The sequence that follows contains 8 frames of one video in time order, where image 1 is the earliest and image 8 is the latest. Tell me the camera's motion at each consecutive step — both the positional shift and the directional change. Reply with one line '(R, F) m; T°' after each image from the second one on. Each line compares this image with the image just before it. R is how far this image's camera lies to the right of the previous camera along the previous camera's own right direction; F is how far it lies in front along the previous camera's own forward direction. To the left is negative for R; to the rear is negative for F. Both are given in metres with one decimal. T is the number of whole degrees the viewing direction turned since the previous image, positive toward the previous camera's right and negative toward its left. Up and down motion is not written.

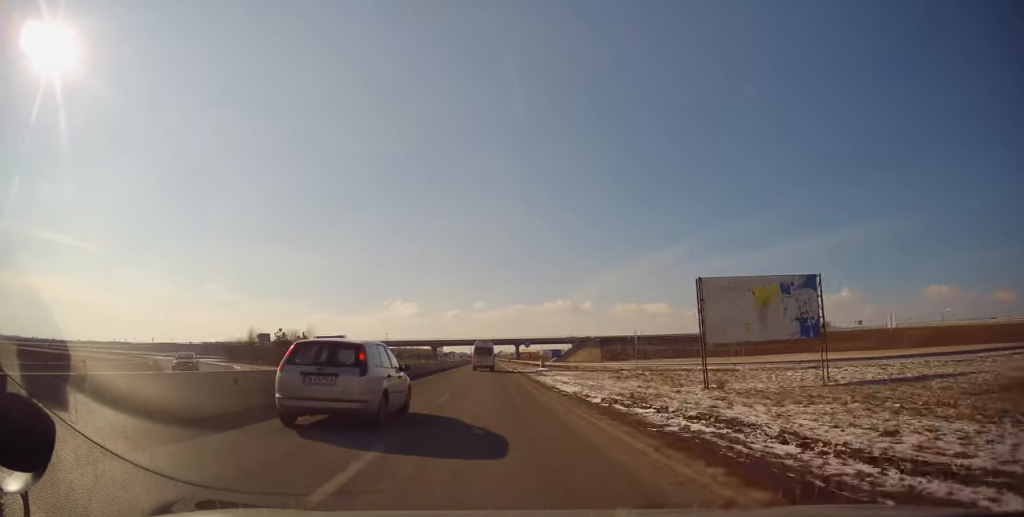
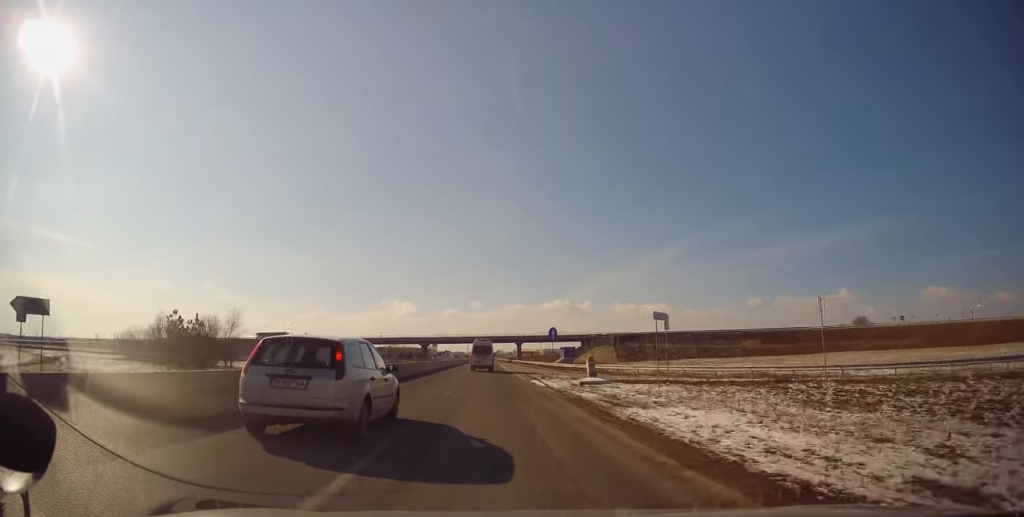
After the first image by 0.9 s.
(+0.4, +24.9) m; +1°
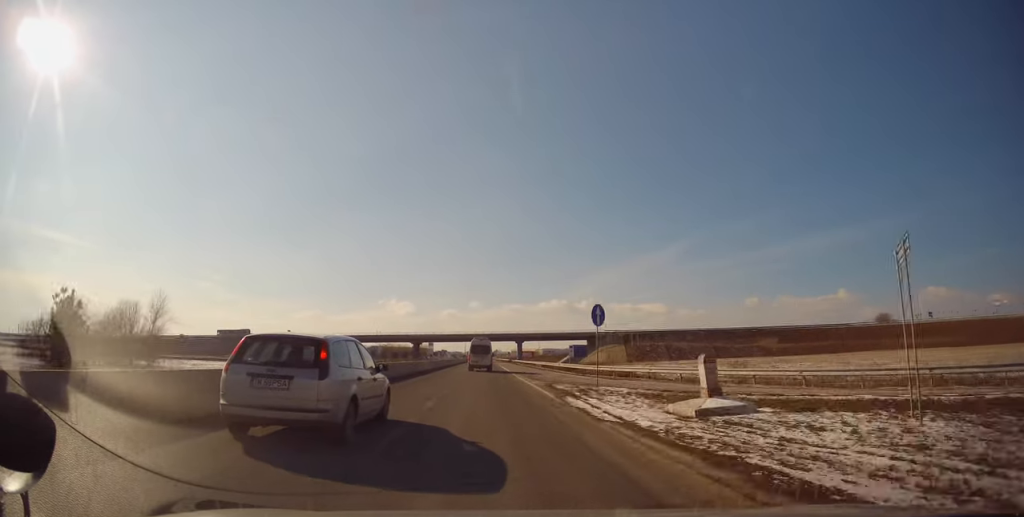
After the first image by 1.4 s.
(+0.3, +14.4) m; 0°
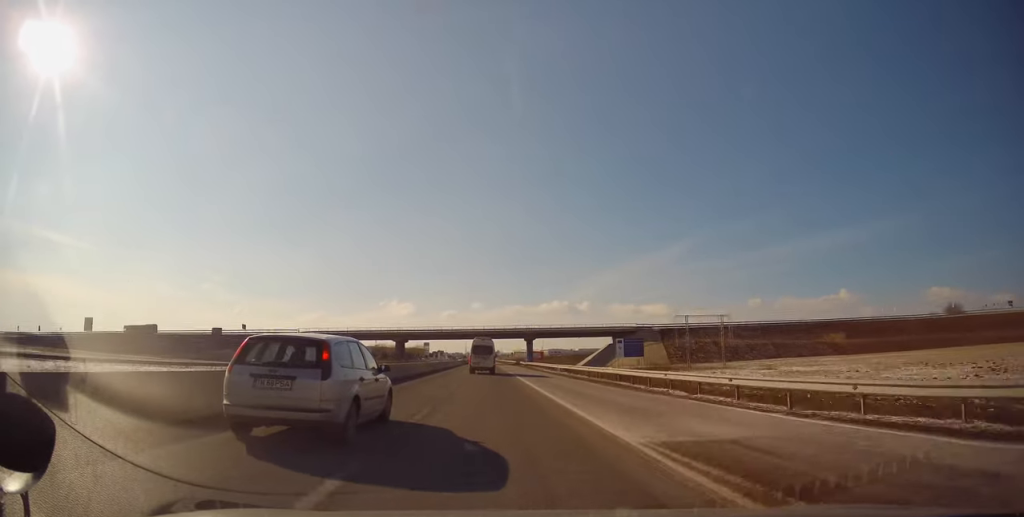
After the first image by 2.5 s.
(-0.4, +32.6) m; -1°
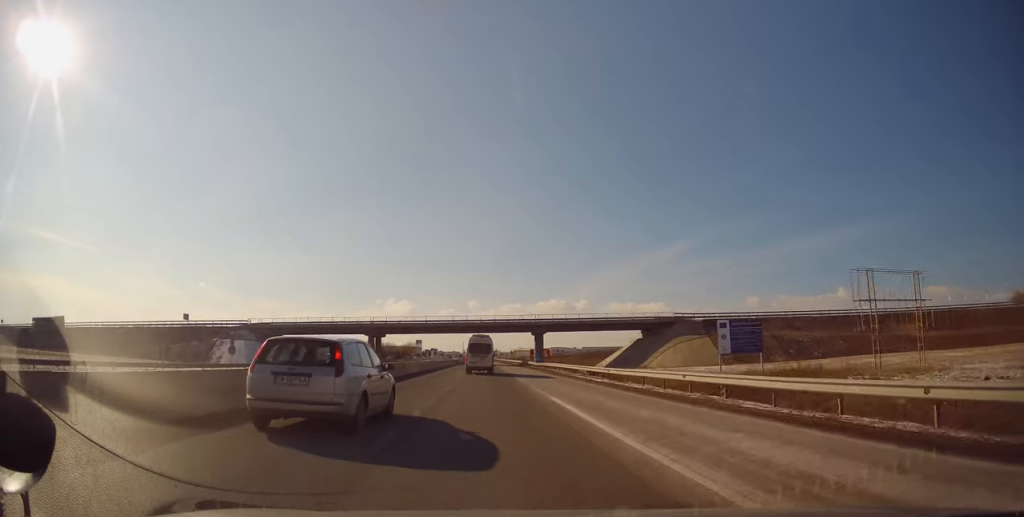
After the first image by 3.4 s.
(-0.1, +26.8) m; 0°
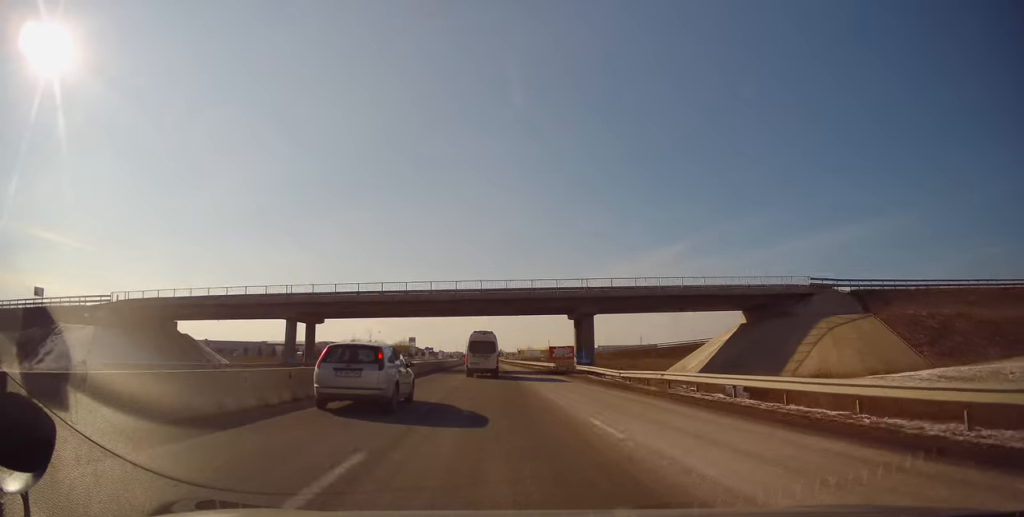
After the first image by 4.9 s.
(0.0, +42.9) m; 0°
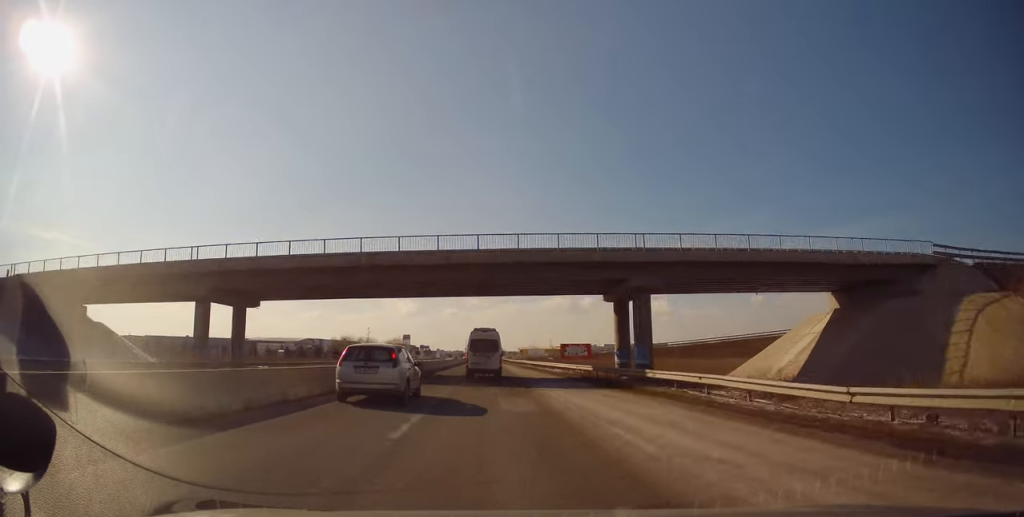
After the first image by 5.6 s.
(0.0, +19.0) m; 0°
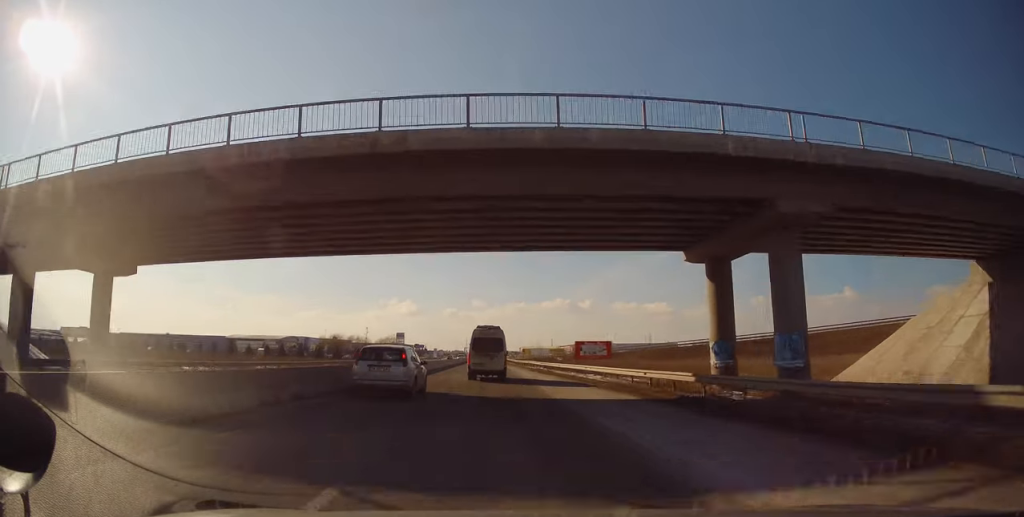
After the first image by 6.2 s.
(-0.1, +18.1) m; 0°
